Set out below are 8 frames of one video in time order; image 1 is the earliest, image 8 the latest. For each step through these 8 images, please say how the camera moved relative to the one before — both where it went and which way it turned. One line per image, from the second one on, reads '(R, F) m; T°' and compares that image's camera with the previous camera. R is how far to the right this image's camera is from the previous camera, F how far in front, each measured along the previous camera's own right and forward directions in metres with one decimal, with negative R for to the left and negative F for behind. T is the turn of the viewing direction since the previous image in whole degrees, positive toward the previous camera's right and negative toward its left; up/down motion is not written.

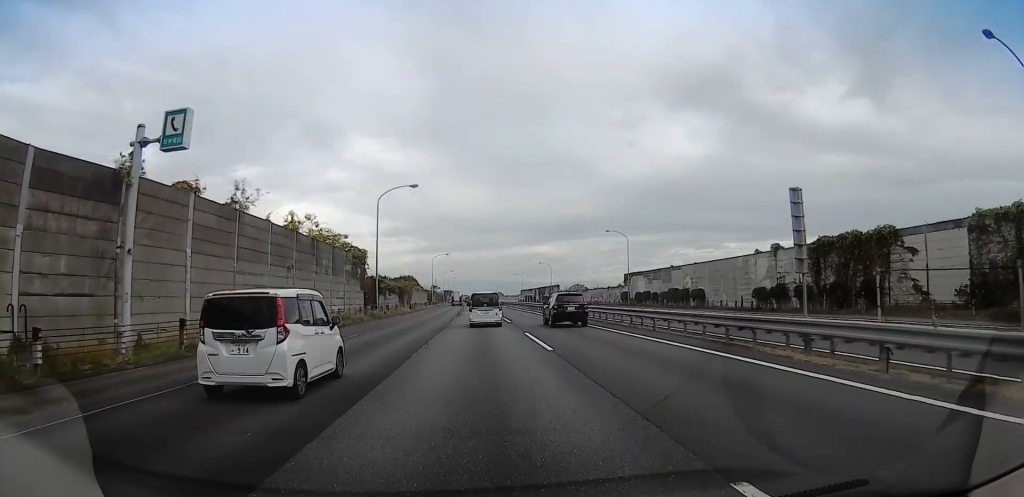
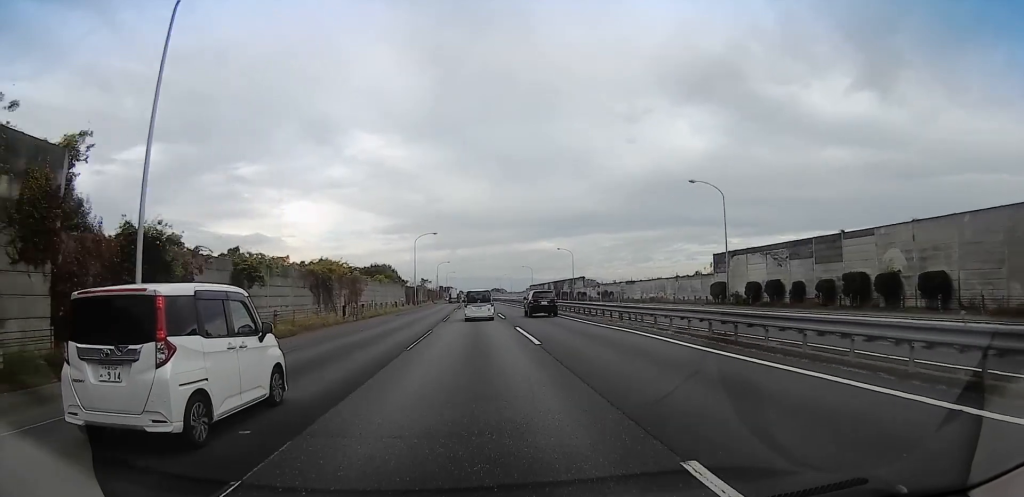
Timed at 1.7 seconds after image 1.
(0.0, +38.5) m; 0°
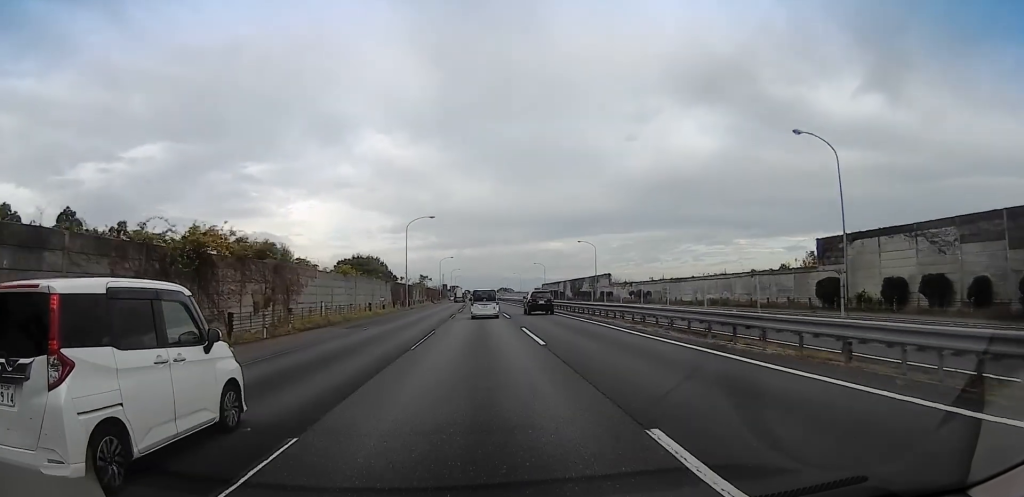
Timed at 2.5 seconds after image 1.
(0.0, +19.4) m; -1°
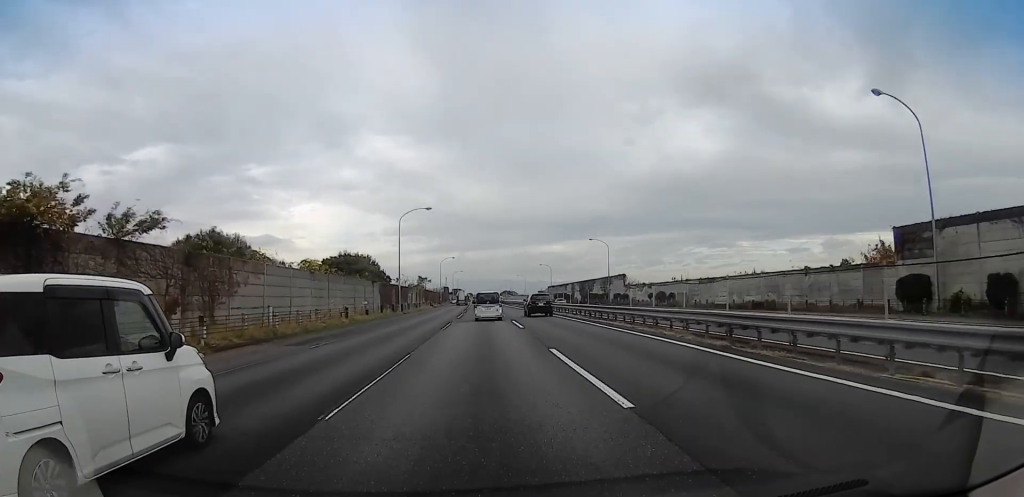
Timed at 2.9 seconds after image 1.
(+0.2, +9.4) m; -1°
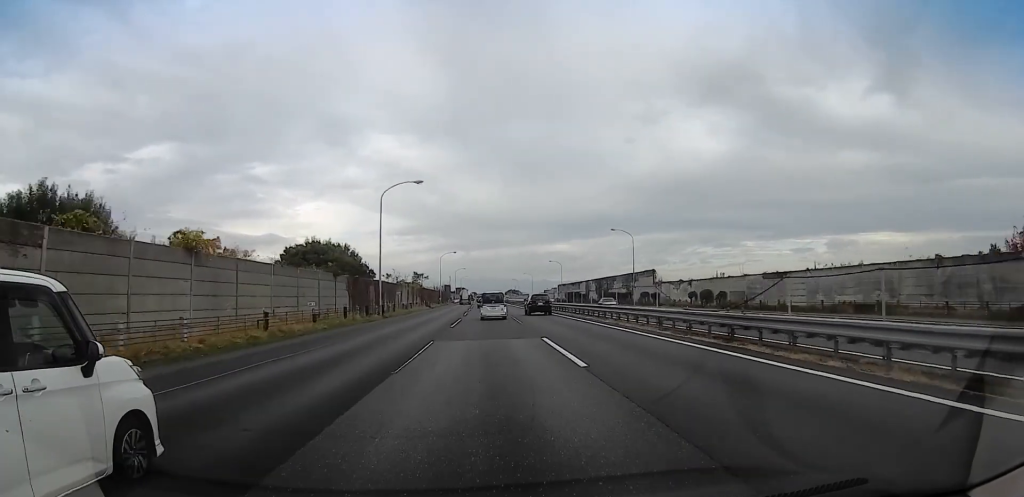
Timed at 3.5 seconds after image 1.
(-0.3, +14.8) m; -1°
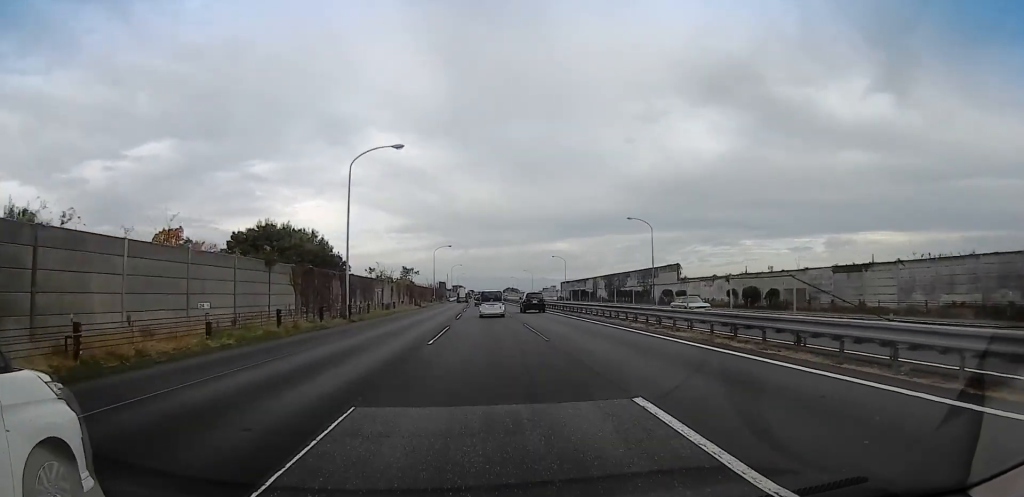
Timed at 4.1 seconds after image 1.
(-0.8, +12.5) m; 0°
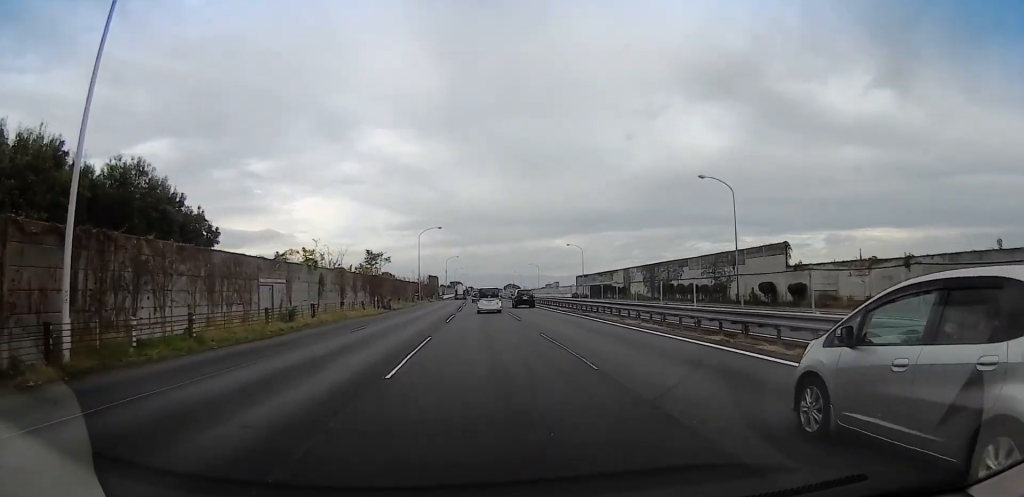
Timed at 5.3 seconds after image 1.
(+1.2, +28.4) m; +3°
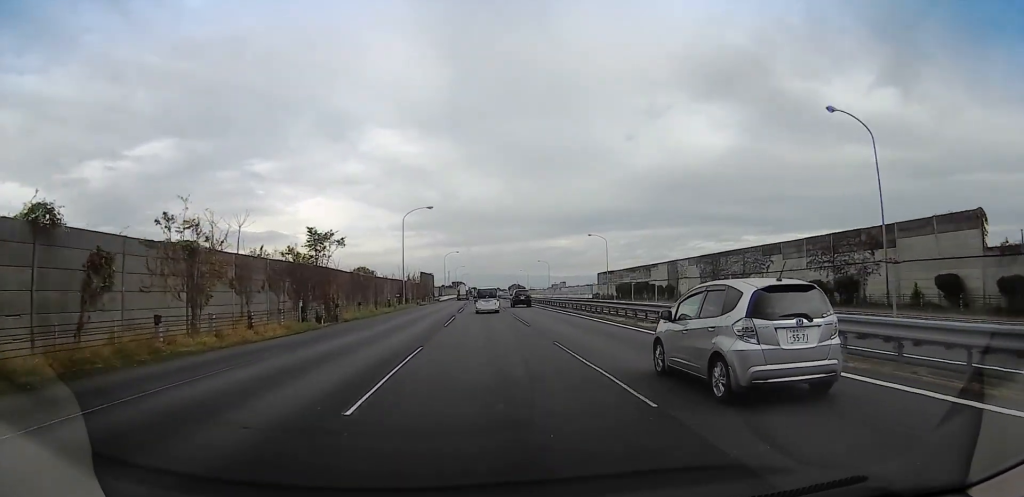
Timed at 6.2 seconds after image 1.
(-0.3, +22.6) m; -3°
